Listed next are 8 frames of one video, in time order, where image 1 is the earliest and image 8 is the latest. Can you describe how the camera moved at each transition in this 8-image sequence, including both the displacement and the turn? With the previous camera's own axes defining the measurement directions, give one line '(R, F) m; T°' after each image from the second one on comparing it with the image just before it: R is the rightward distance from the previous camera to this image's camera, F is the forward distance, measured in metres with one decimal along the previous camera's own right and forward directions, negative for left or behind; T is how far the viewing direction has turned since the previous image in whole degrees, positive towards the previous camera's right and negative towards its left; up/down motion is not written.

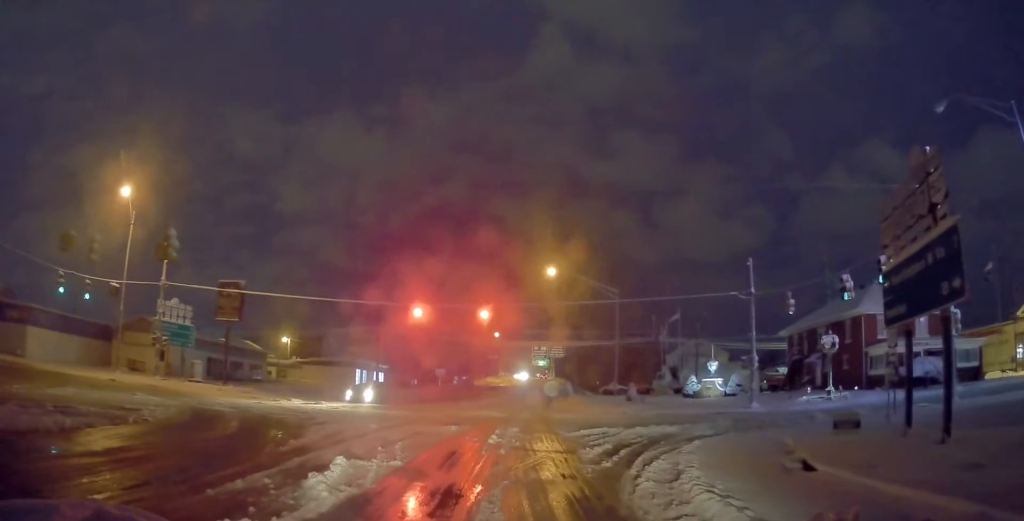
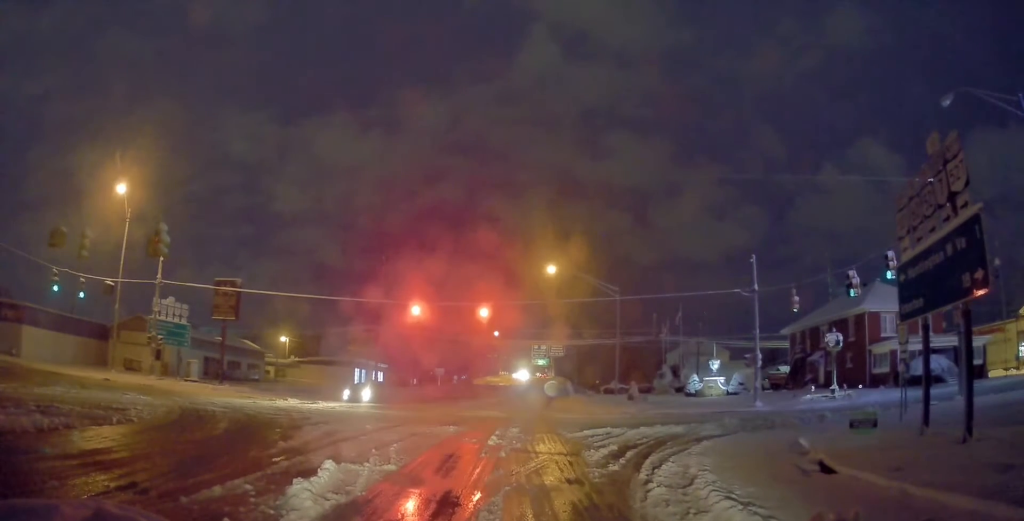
(+0.3, +1.3) m; 0°
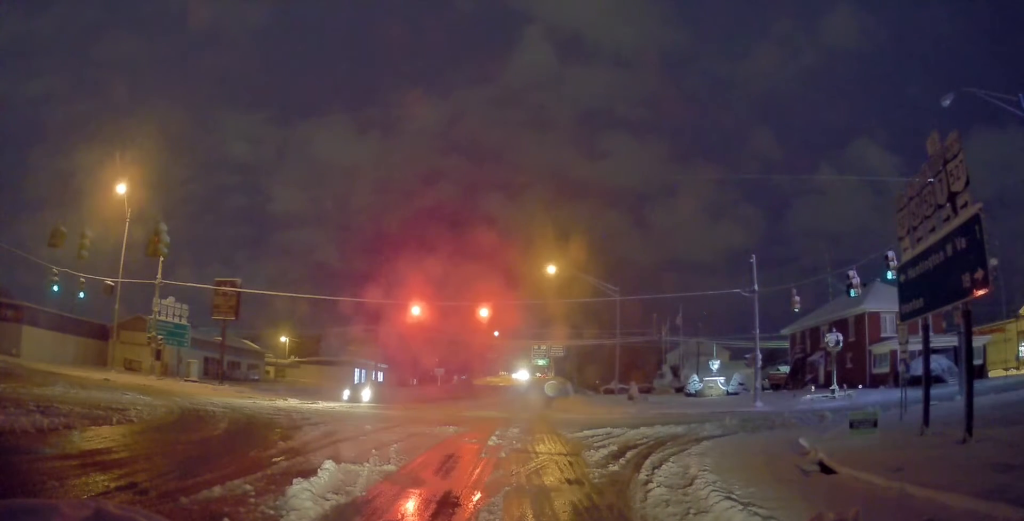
(0.0, 0.0) m; 0°
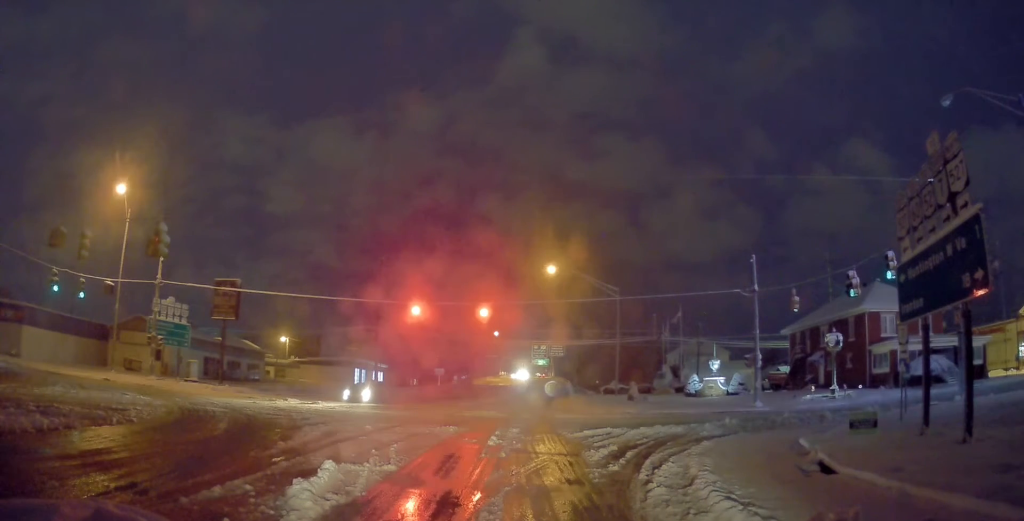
(0.0, 0.0) m; 0°
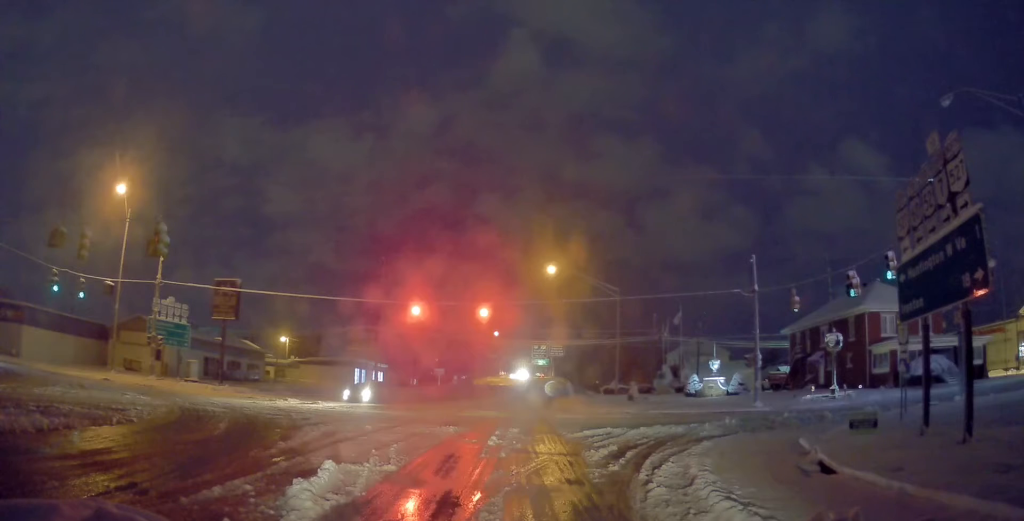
(0.0, 0.0) m; 0°
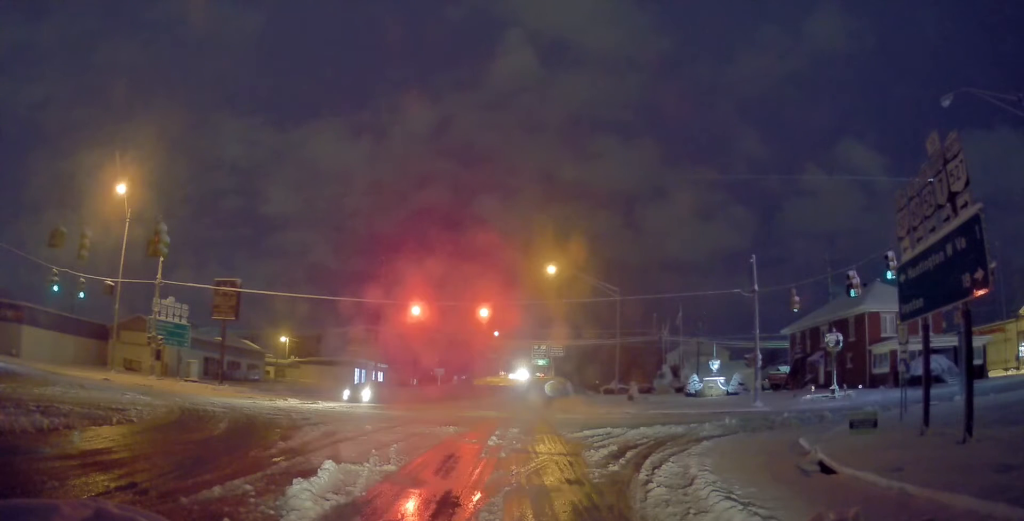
(0.0, 0.0) m; 0°
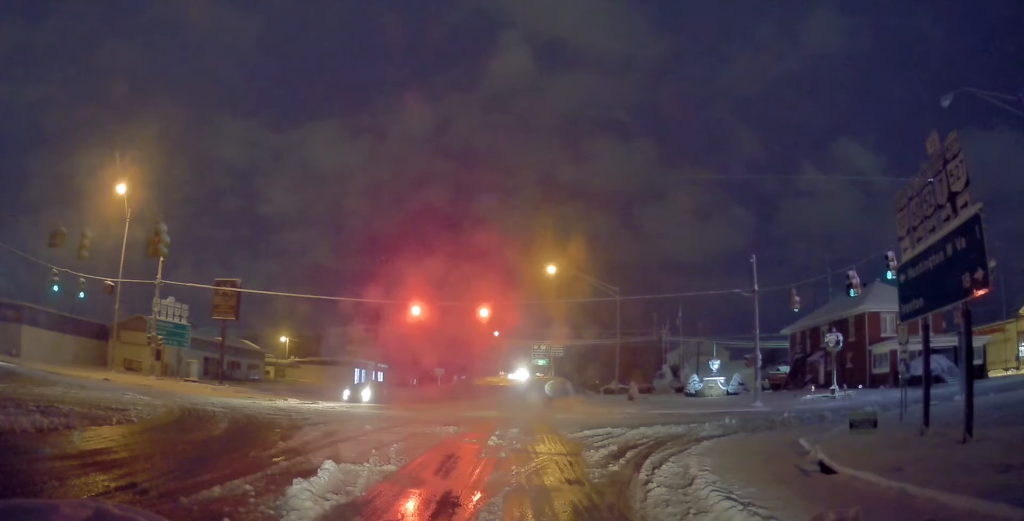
(0.0, 0.0) m; 0°
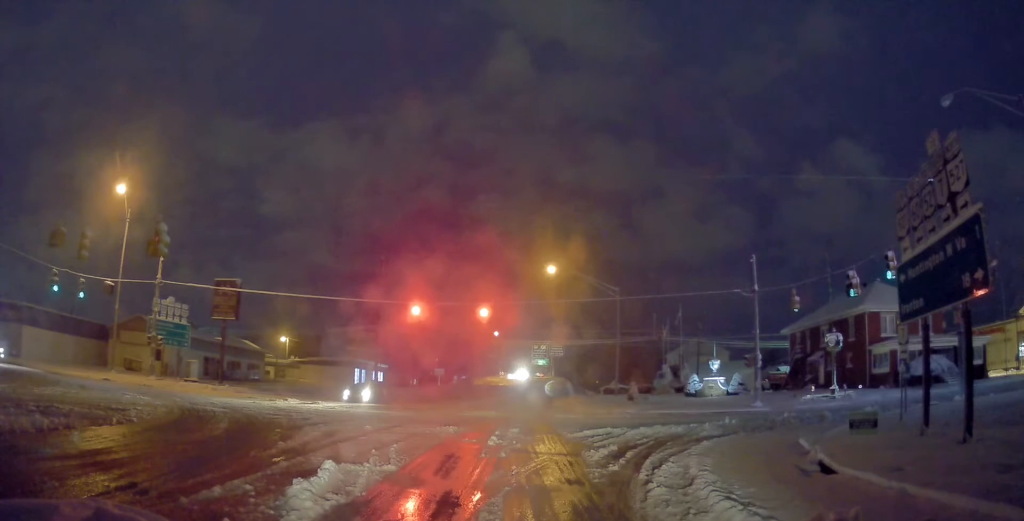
(0.0, 0.0) m; 0°
